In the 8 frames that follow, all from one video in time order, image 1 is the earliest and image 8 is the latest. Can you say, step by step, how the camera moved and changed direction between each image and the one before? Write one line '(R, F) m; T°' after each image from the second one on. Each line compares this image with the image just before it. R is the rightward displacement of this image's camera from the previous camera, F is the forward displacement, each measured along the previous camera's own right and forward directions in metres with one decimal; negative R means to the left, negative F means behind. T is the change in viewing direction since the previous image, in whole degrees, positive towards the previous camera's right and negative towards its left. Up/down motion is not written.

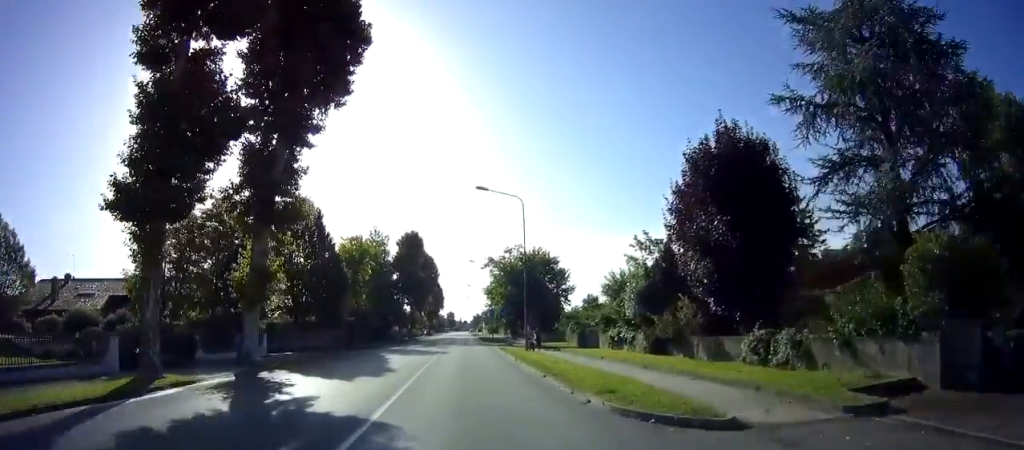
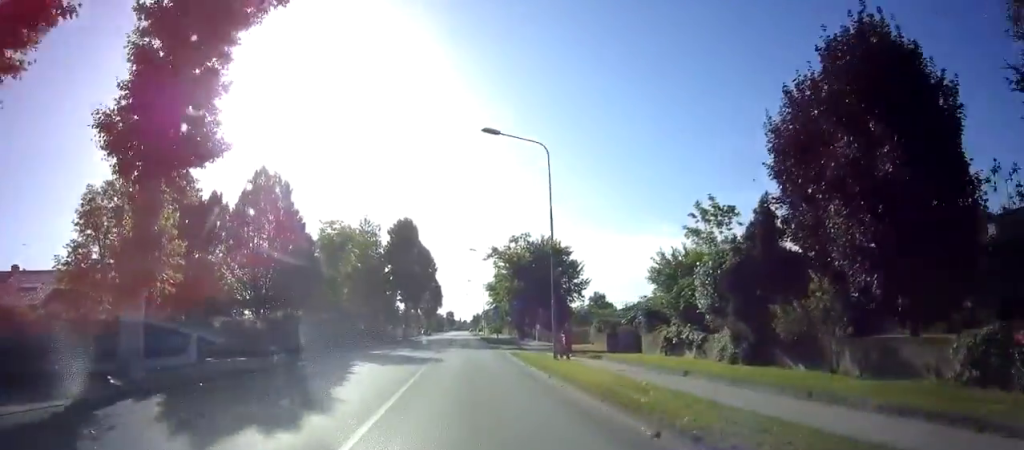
(+0.3, +8.6) m; 0°
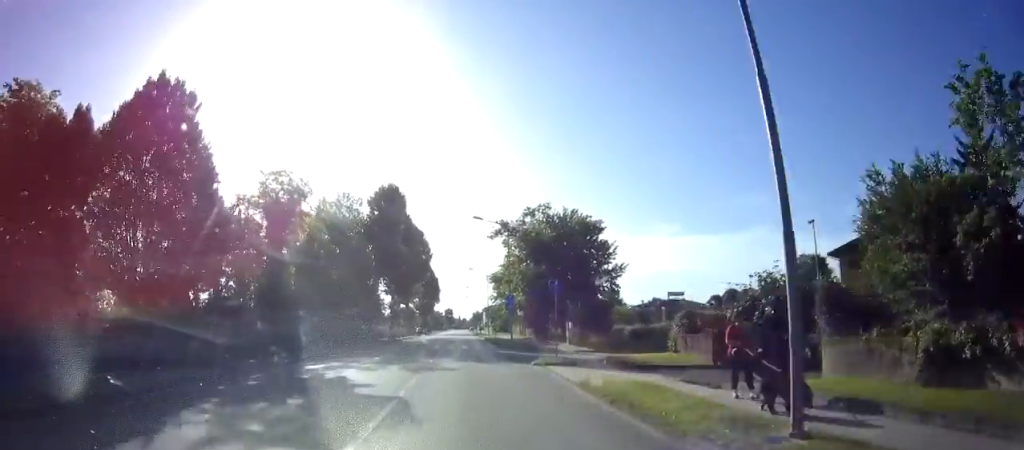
(-0.4, +14.7) m; 0°
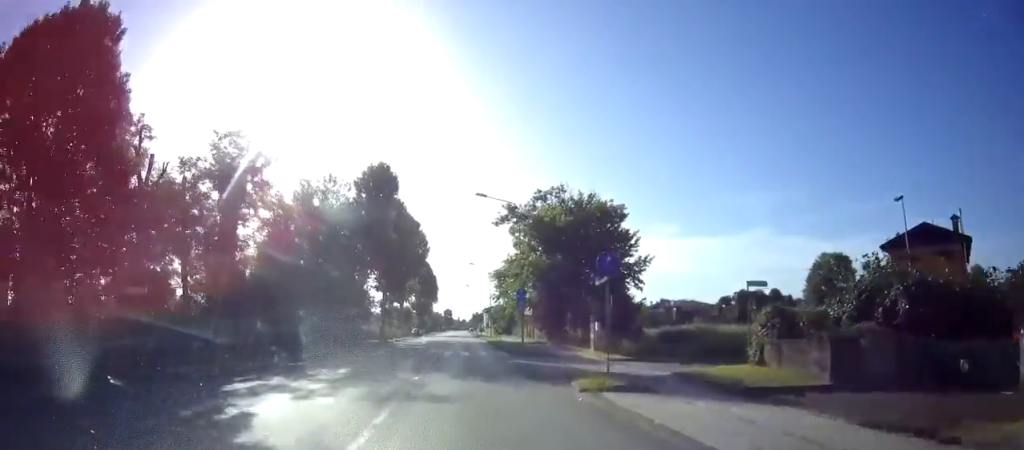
(+0.1, +7.0) m; 0°
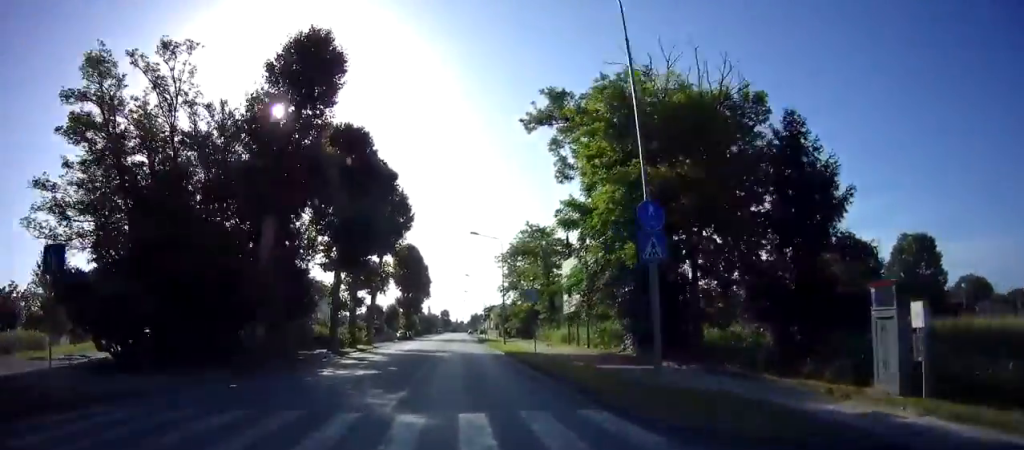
(-0.1, +22.1) m; 0°
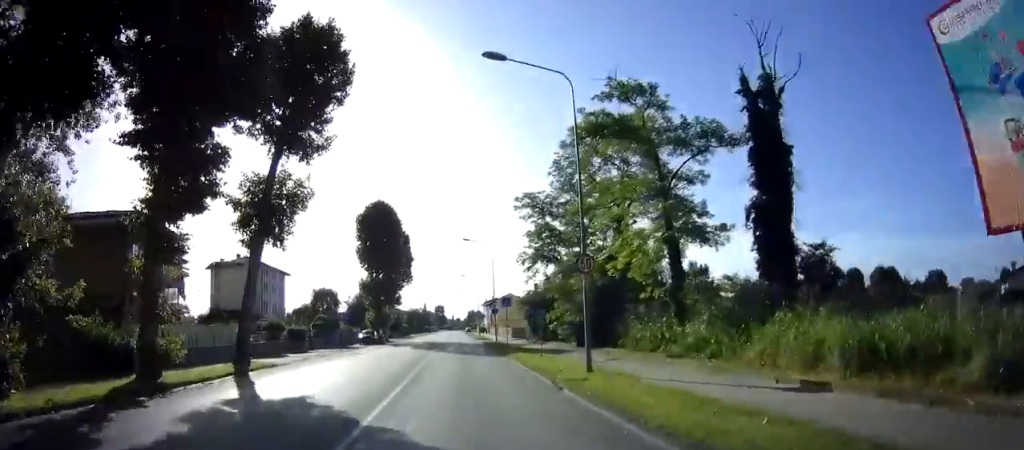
(0.0, +28.7) m; 0°
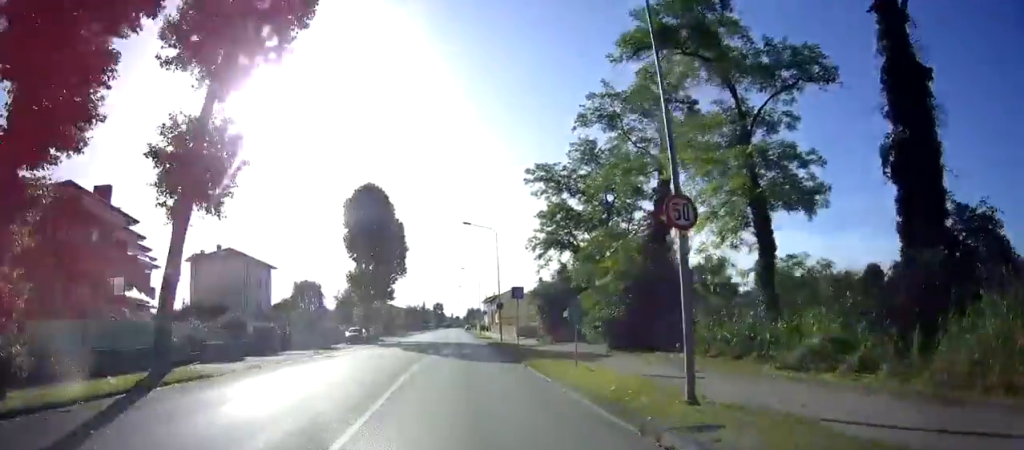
(-0.2, +6.3) m; 0°
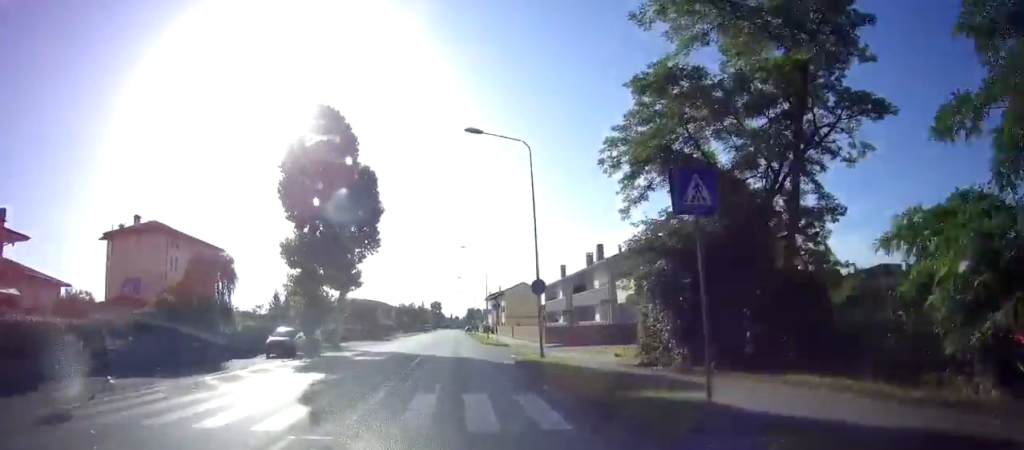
(+0.6, +20.2) m; +1°
